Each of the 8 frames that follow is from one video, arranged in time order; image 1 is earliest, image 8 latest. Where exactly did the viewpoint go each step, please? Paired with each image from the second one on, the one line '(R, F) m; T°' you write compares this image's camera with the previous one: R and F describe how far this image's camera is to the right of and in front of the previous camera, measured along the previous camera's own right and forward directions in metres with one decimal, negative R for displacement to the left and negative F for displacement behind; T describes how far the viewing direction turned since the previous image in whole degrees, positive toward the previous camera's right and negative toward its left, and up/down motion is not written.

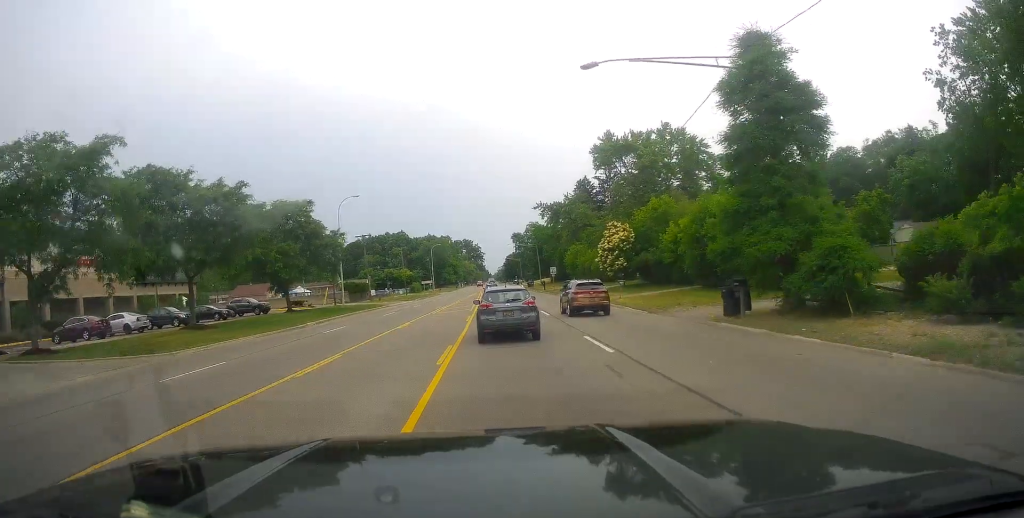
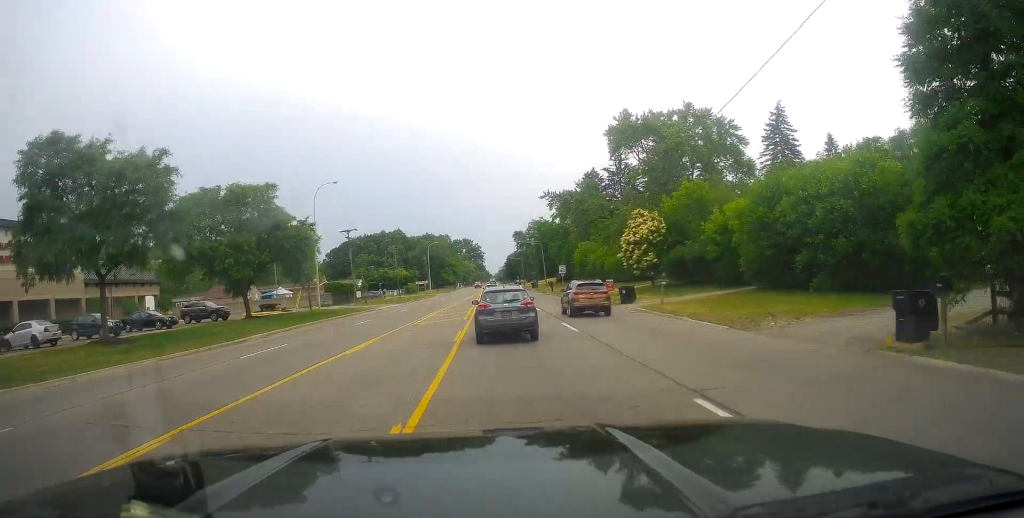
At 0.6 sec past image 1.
(-0.2, +9.7) m; 0°
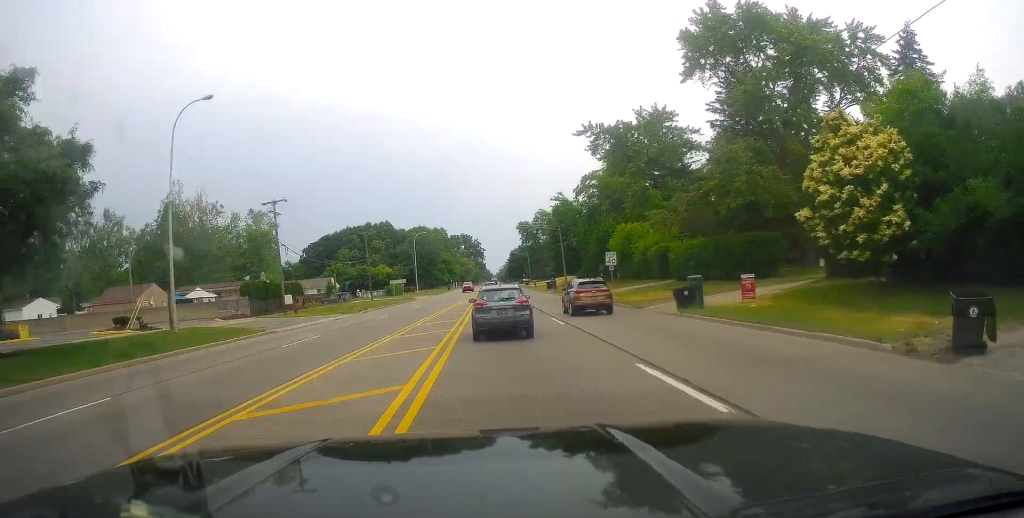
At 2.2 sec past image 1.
(-0.1, +27.7) m; -1°
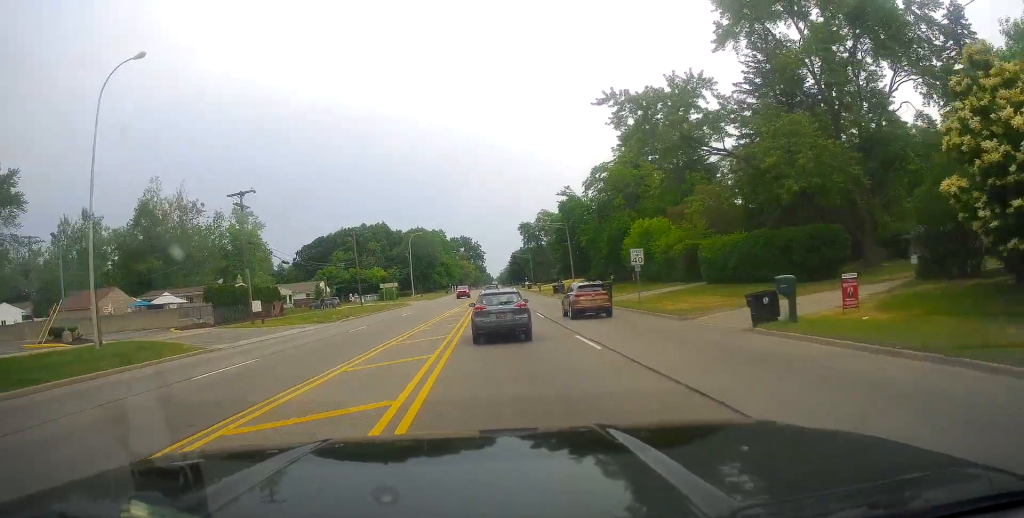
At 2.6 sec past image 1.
(-0.3, +7.3) m; 0°
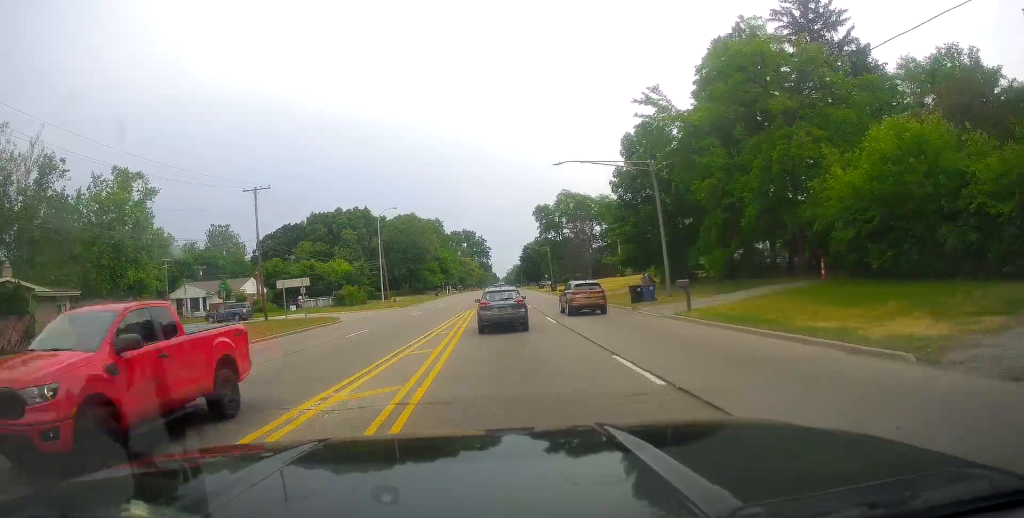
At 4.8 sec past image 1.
(+0.5, +36.8) m; +1°
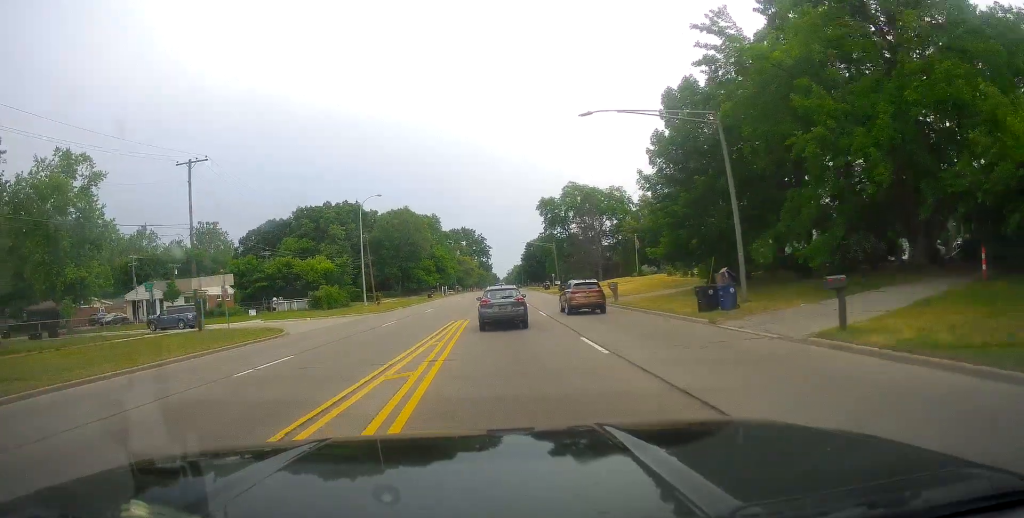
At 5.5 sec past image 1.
(+0.2, +10.7) m; -1°
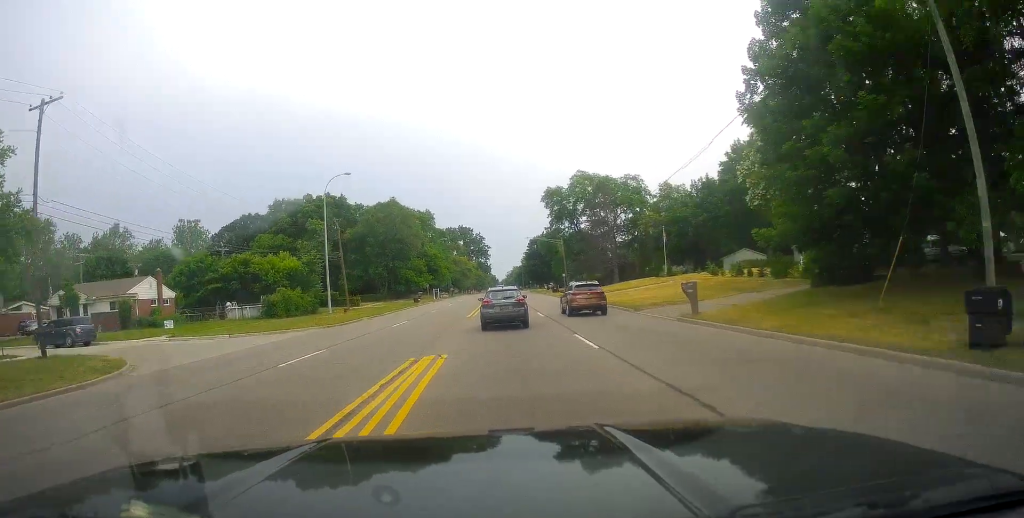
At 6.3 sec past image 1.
(-0.1, +13.7) m; -1°
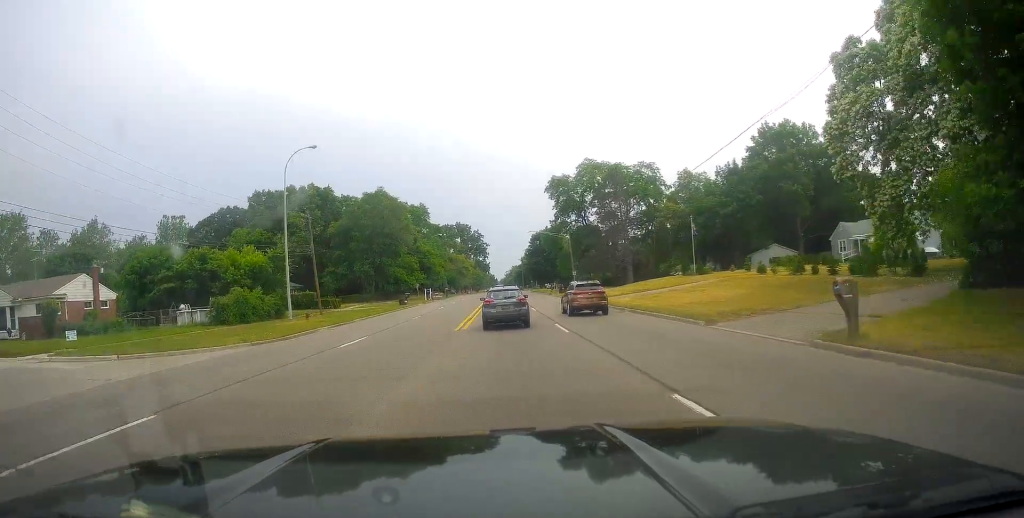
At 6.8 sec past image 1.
(-0.5, +9.9) m; 0°
